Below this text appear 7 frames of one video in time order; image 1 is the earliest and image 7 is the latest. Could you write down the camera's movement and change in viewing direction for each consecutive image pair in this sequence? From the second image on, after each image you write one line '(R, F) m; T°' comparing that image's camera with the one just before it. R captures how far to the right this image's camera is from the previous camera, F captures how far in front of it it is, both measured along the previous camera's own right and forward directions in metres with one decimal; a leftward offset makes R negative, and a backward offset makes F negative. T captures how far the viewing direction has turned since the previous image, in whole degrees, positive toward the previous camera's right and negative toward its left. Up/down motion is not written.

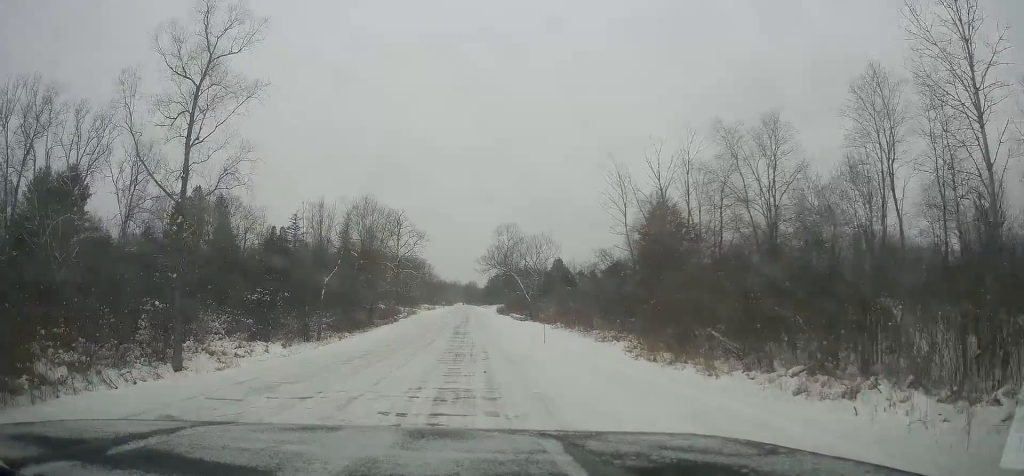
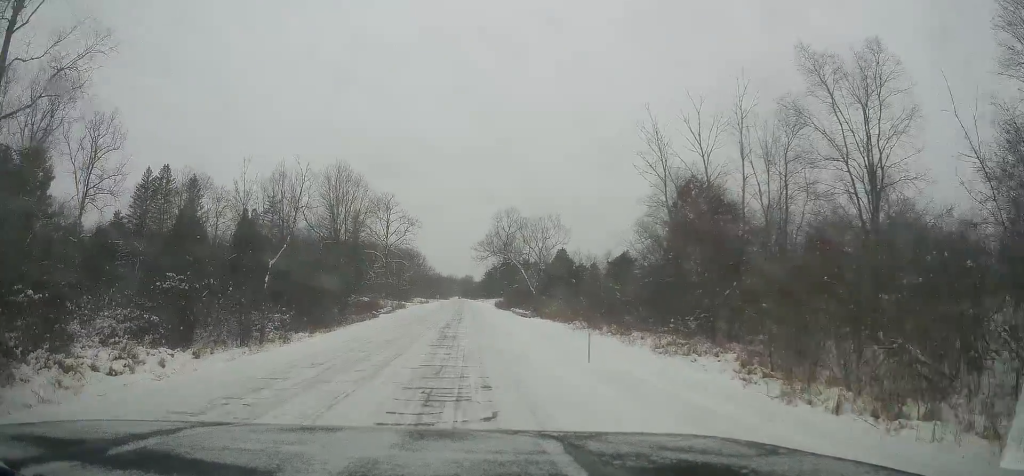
(0.0, +10.2) m; 0°
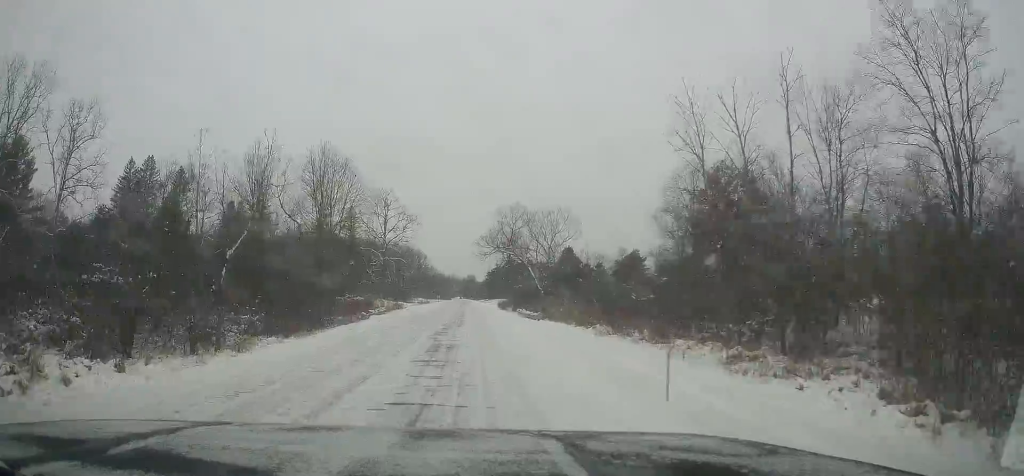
(0.0, +5.6) m; 0°
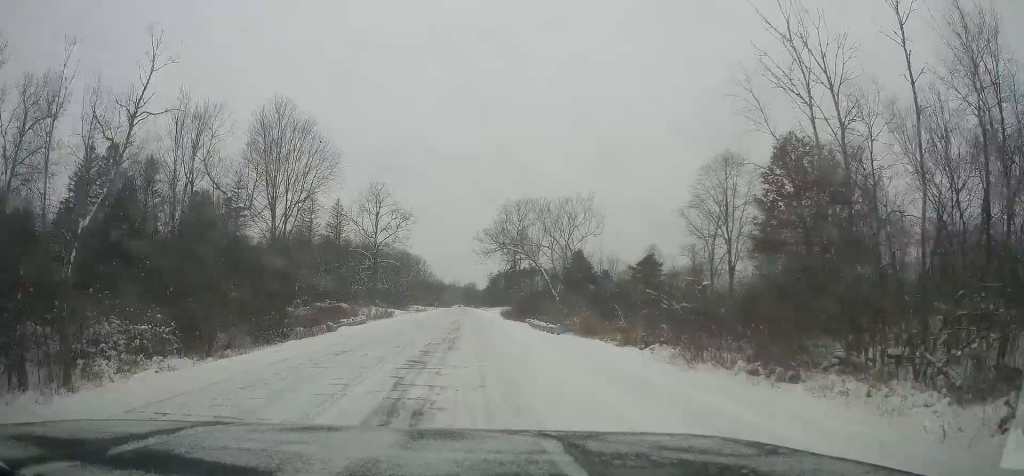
(0.0, +10.5) m; 0°
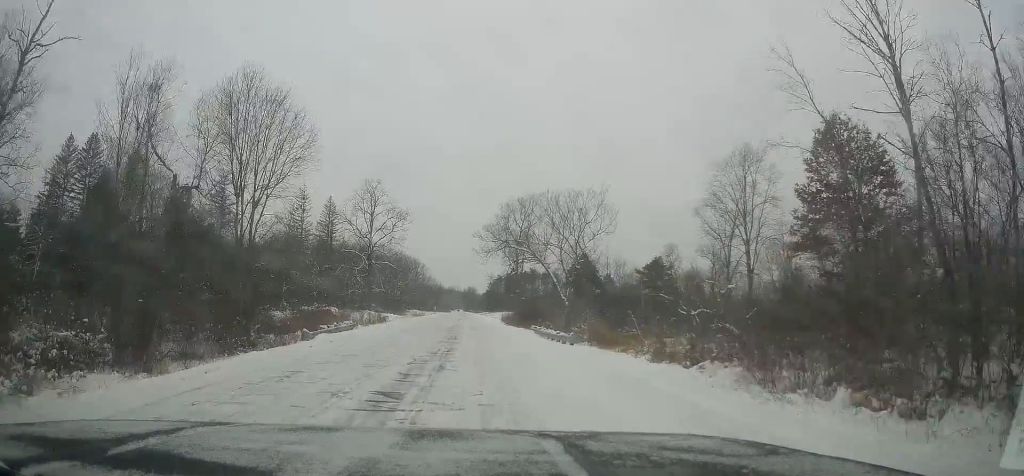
(0.0, +5.0) m; 0°
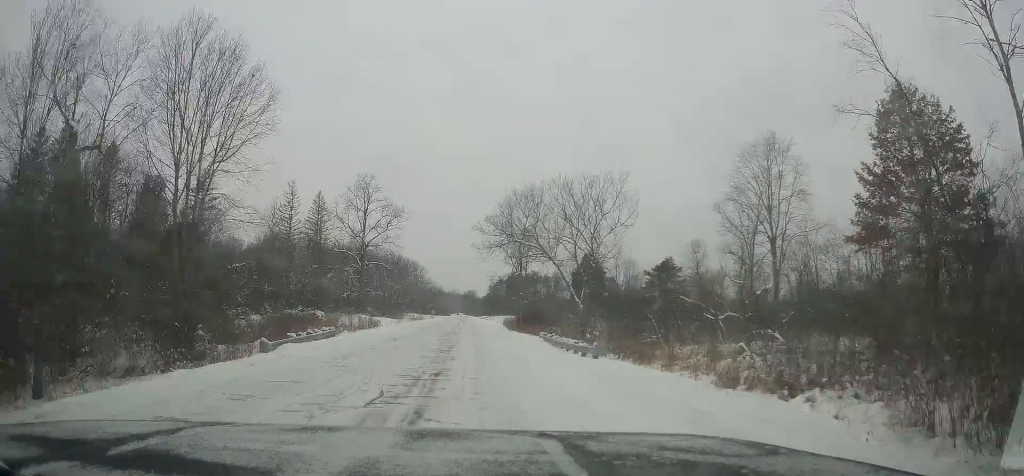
(0.0, +6.0) m; 0°
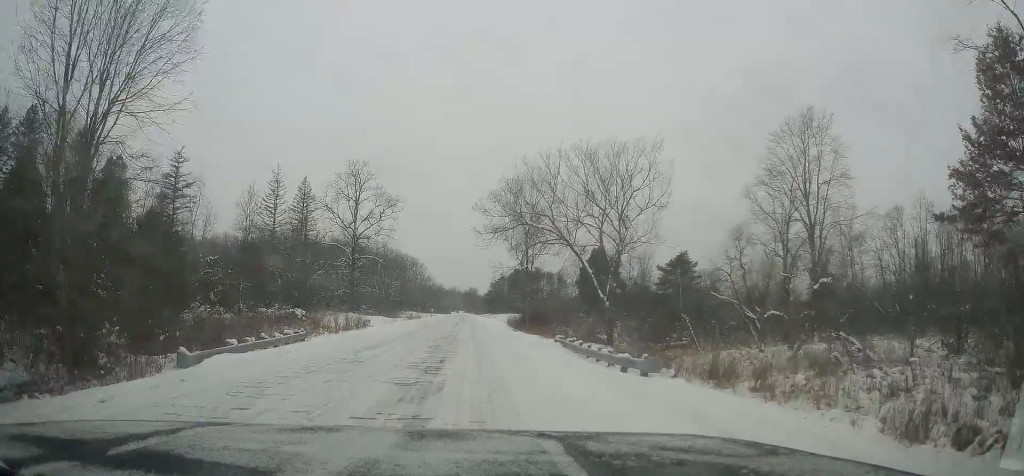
(0.0, +7.3) m; 0°
